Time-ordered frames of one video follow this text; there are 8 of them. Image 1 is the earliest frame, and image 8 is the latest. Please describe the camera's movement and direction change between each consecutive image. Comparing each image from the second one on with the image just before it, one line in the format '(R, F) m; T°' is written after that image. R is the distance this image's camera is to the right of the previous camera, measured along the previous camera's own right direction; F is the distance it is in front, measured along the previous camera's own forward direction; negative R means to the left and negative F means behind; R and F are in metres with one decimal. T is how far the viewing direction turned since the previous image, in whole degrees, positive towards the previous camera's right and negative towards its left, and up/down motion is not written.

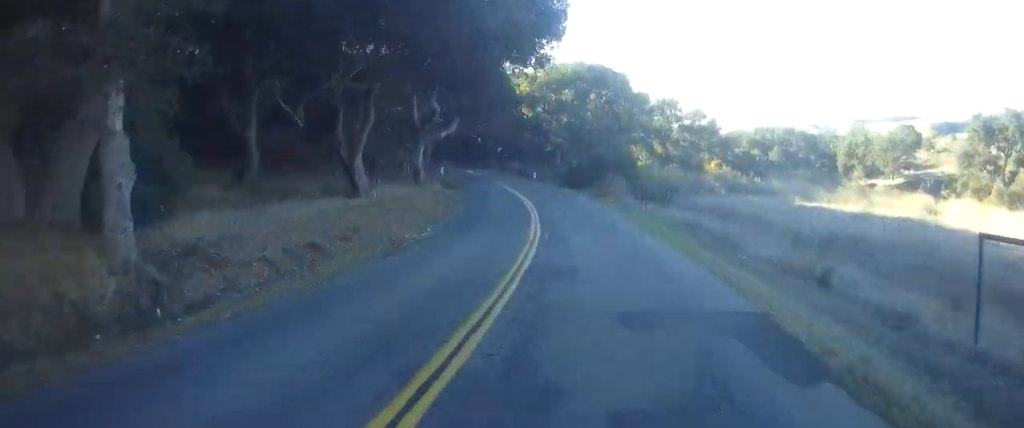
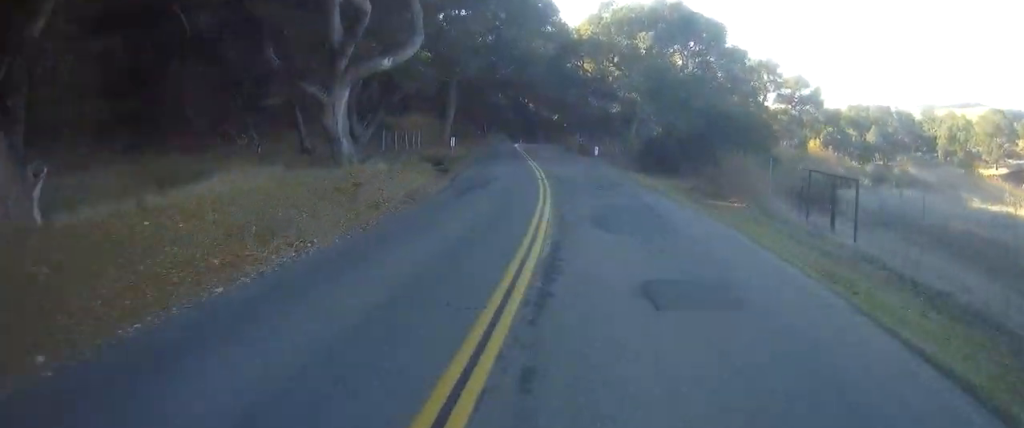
(-0.1, +23.9) m; -3°
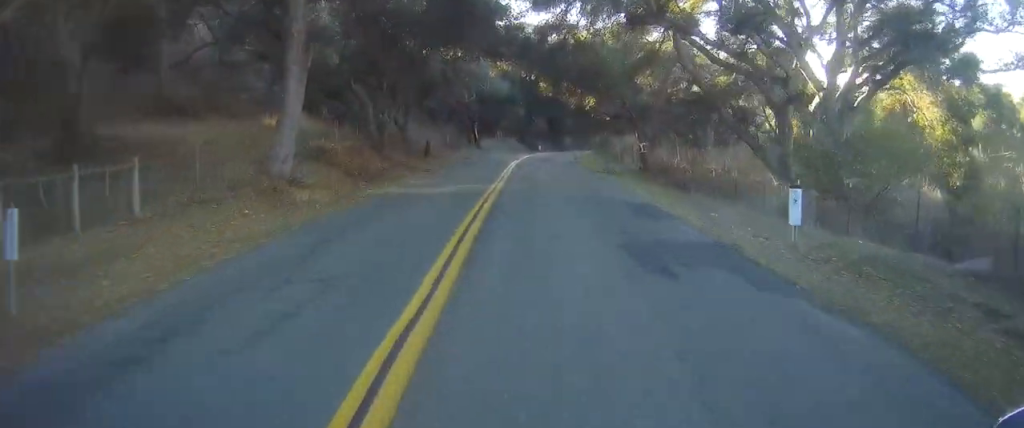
(-3.1, +38.1) m; -7°
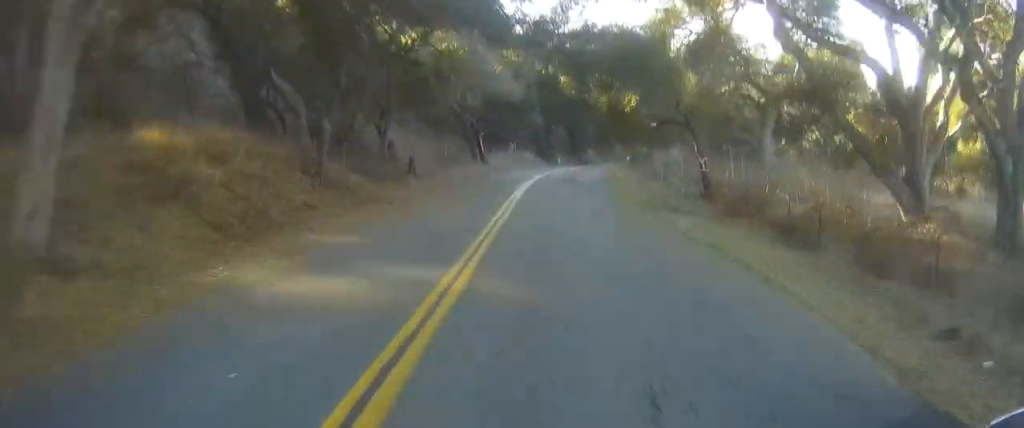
(-0.1, +11.3) m; -1°
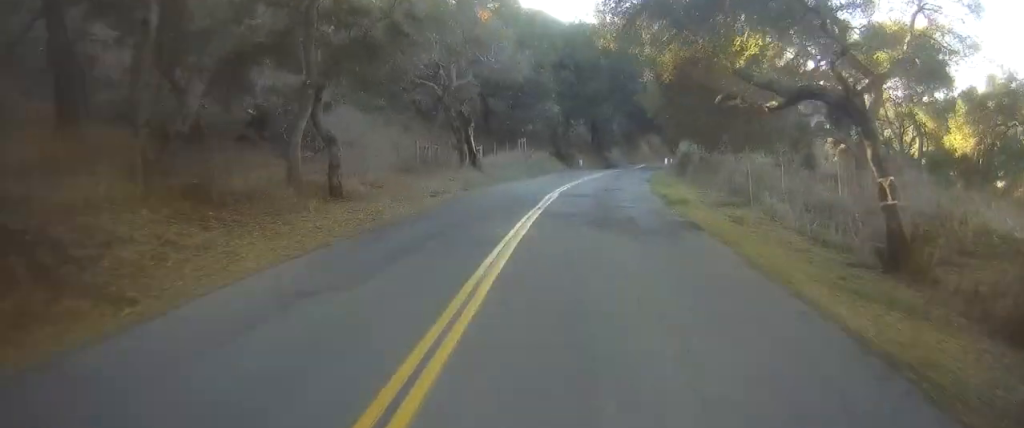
(-0.2, +14.8) m; -1°
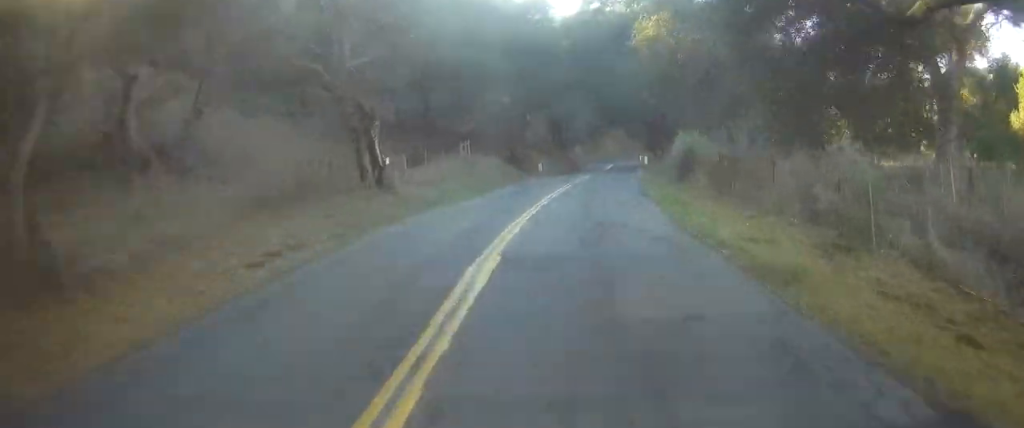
(0.0, +11.8) m; 0°
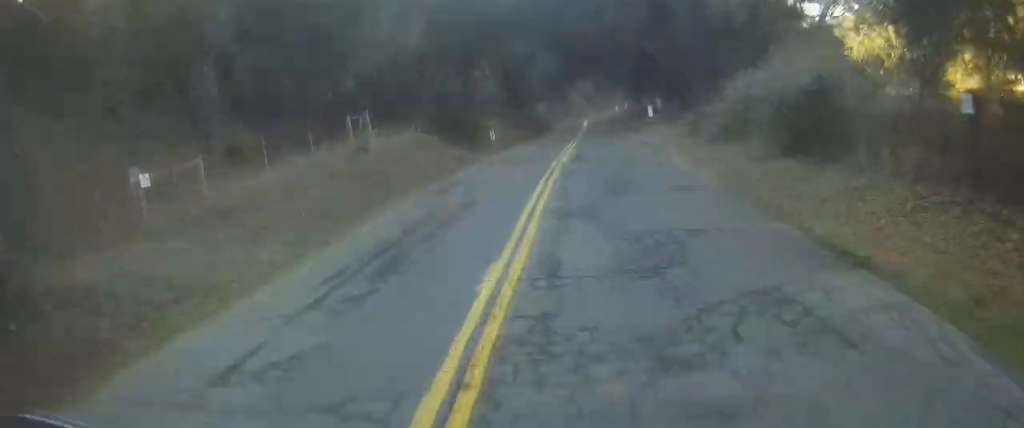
(0.0, +17.2) m; +1°
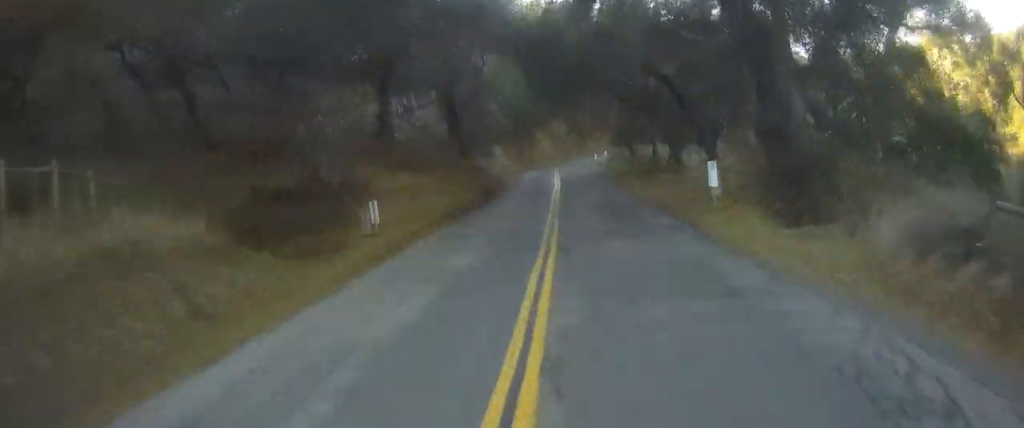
(+0.3, +19.1) m; -1°
